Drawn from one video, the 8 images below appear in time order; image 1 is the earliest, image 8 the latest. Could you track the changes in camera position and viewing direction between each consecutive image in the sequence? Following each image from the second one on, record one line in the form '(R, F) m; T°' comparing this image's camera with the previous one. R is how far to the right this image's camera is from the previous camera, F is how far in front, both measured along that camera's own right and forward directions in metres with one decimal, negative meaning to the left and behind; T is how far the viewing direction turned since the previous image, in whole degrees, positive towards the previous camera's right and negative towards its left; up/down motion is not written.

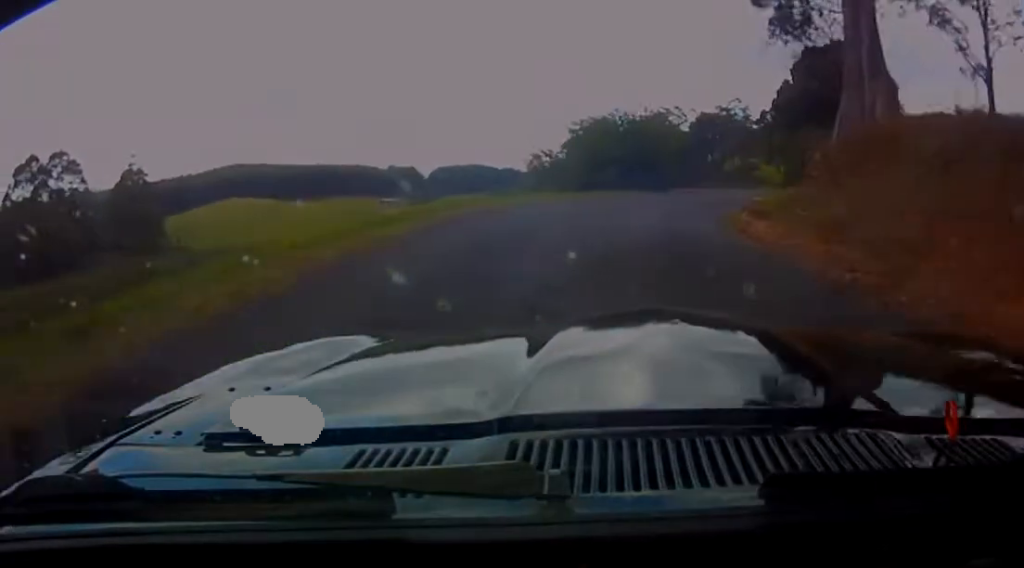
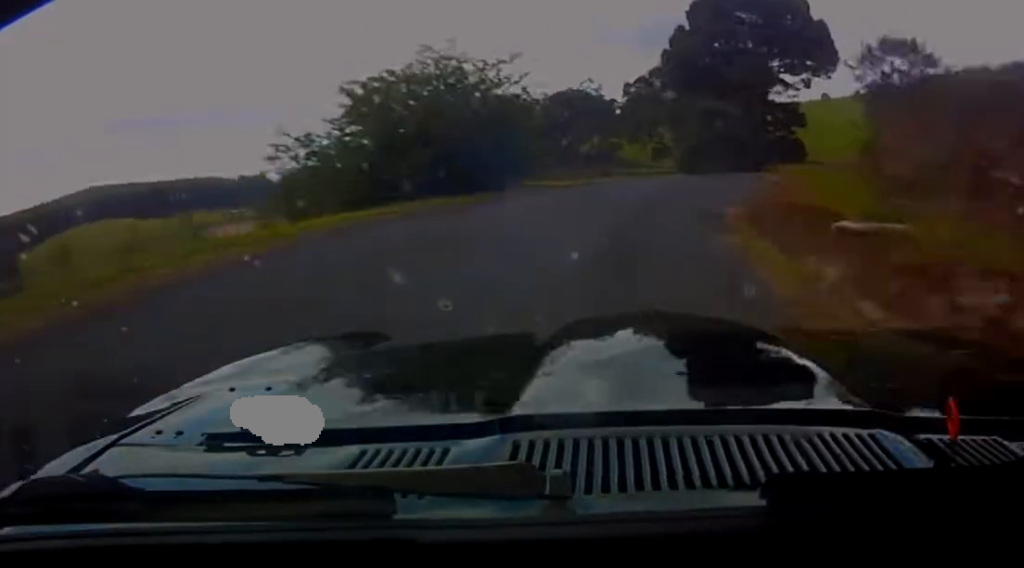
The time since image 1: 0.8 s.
(+1.8, +17.4) m; +10°
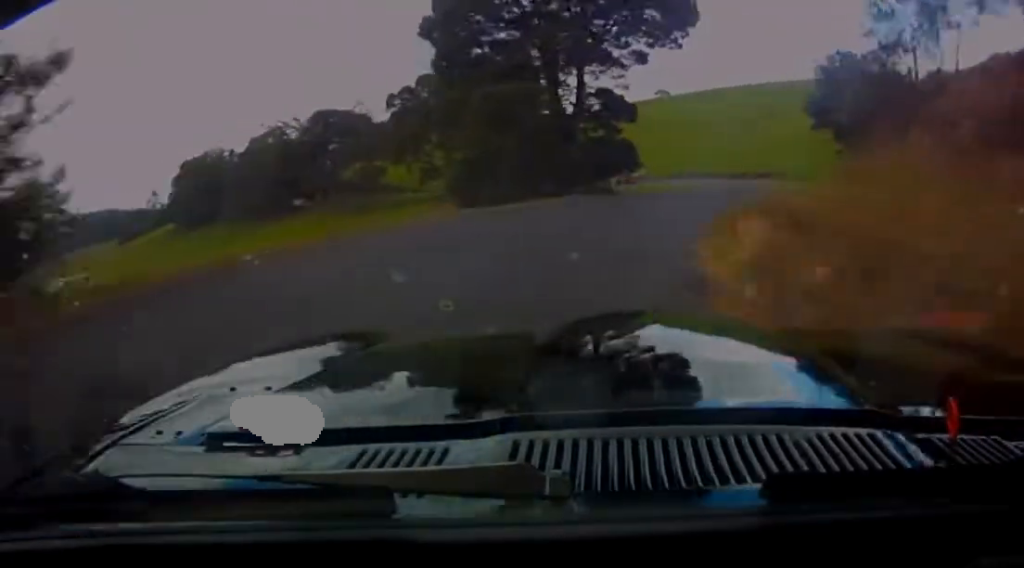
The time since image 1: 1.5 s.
(+1.6, +17.0) m; +8°
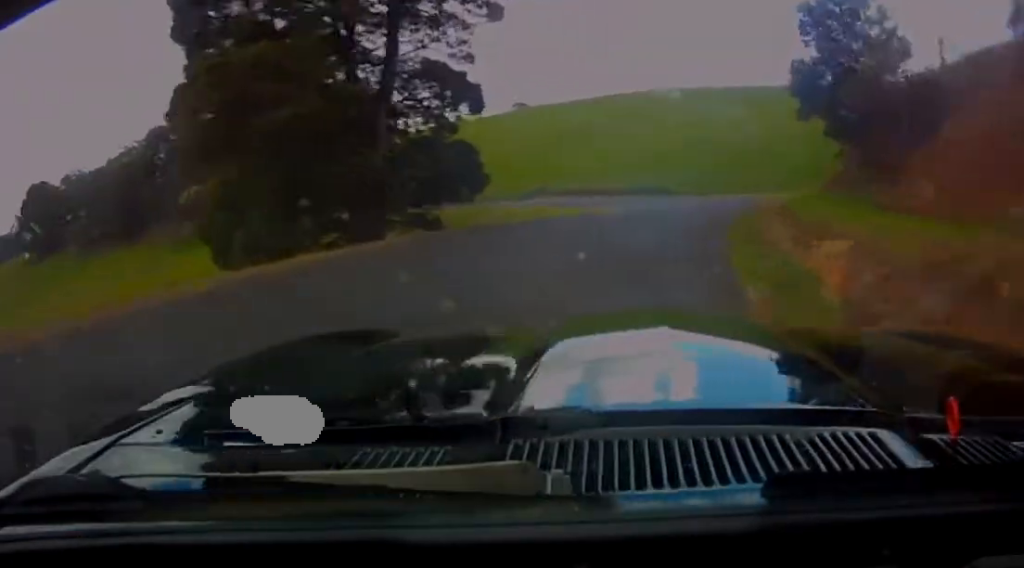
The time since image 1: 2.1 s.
(+0.5, +13.4) m; +4°
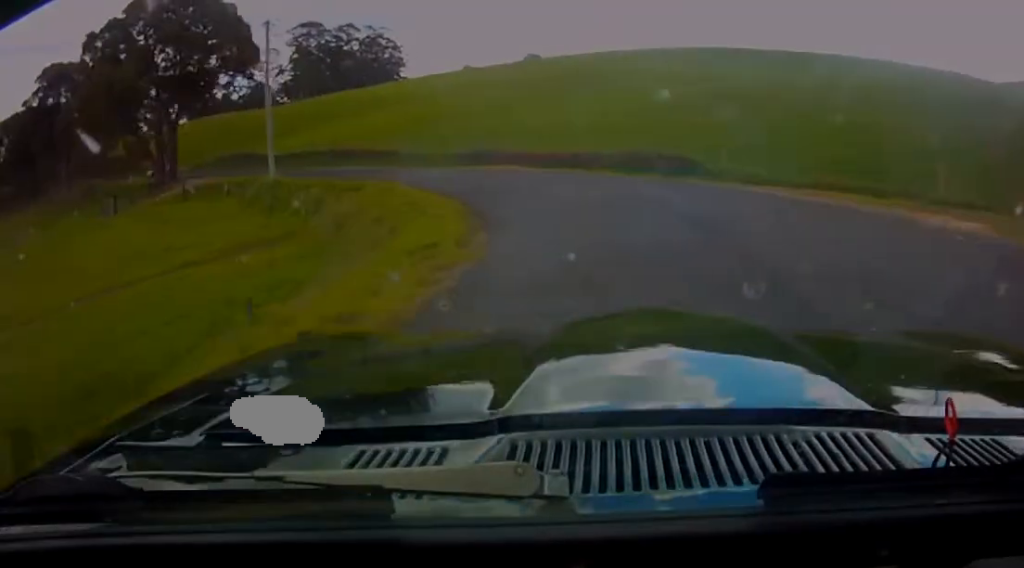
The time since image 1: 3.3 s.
(+1.0, +30.1) m; -6°
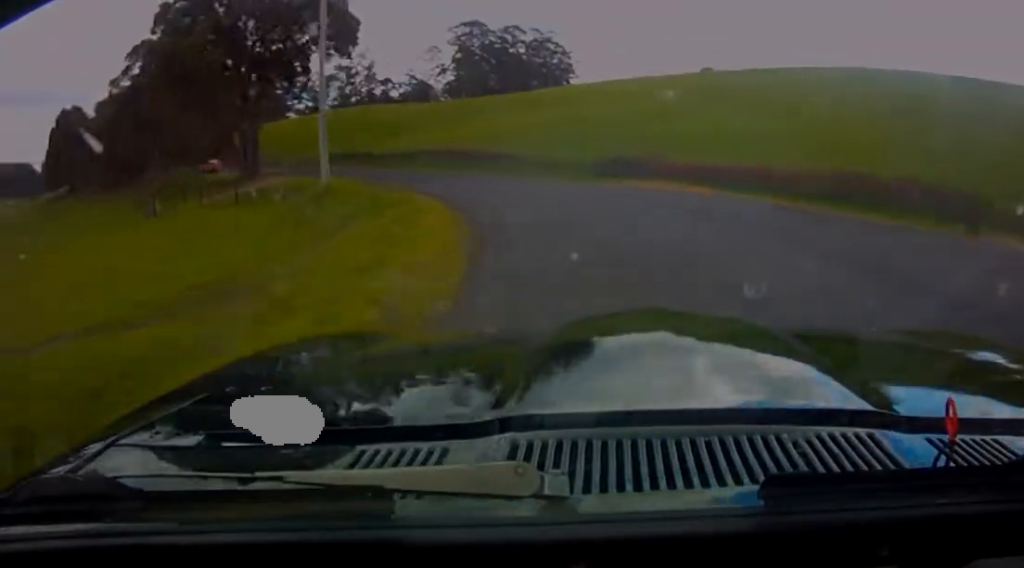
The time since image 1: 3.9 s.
(+1.1, +12.8) m; -11°
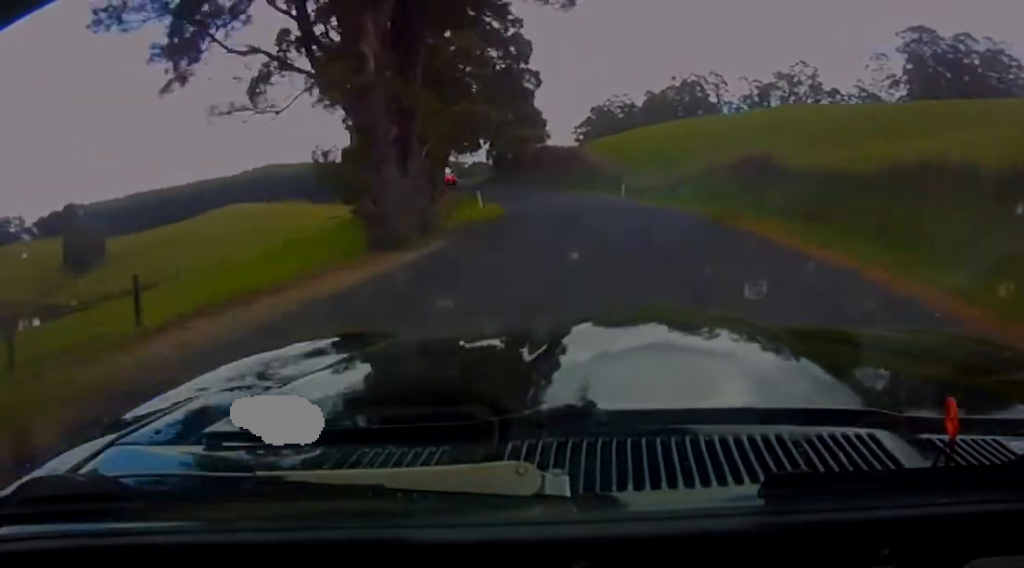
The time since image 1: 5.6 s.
(-17.6, +37.7) m; -37°
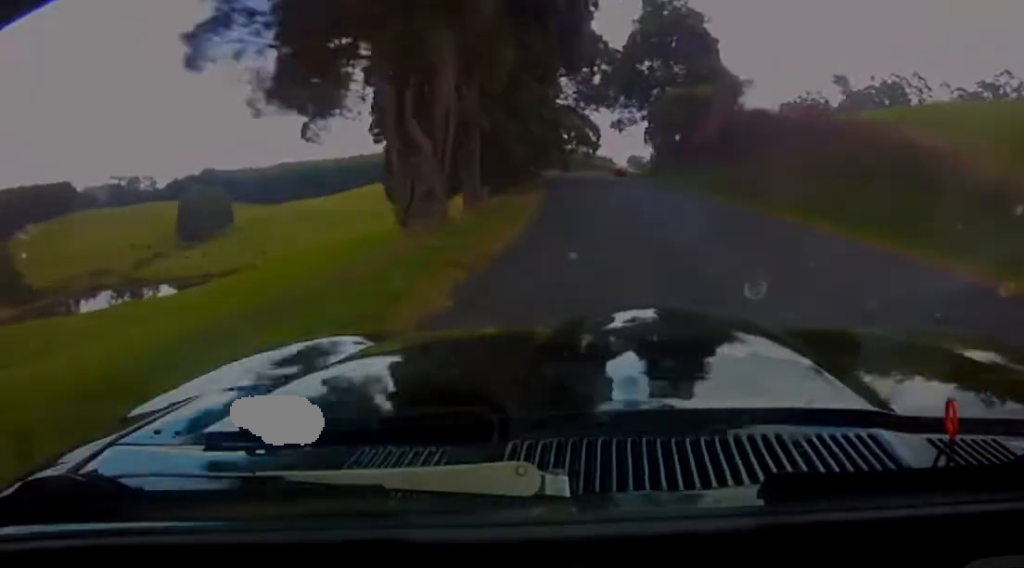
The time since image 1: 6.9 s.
(-4.3, +38.5) m; -9°
